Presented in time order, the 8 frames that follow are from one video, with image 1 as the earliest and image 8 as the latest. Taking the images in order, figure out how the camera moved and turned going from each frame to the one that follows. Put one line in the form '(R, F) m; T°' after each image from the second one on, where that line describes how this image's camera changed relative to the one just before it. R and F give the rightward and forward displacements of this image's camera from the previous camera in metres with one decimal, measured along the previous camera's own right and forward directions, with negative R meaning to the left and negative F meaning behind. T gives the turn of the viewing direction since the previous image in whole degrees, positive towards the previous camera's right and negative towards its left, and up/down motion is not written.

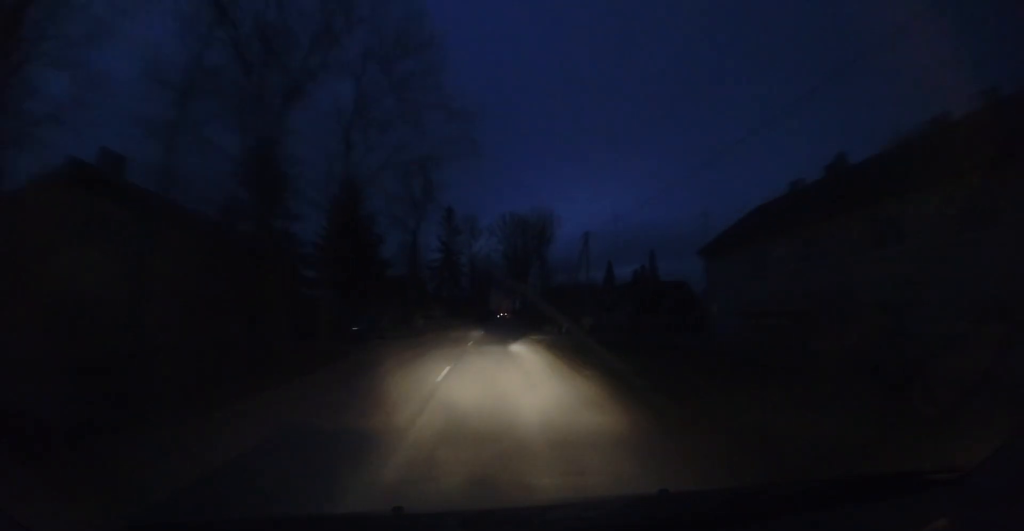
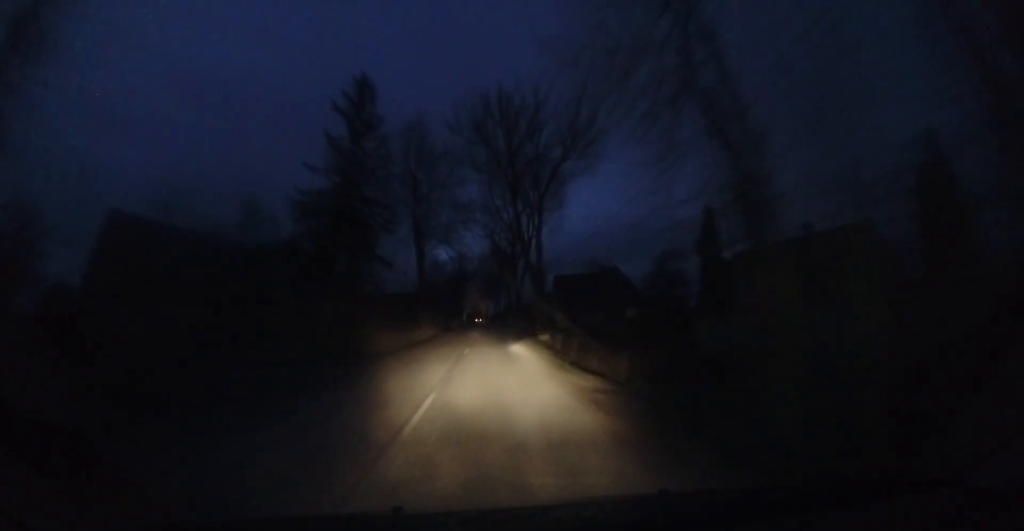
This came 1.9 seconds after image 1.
(+1.2, +27.7) m; +2°
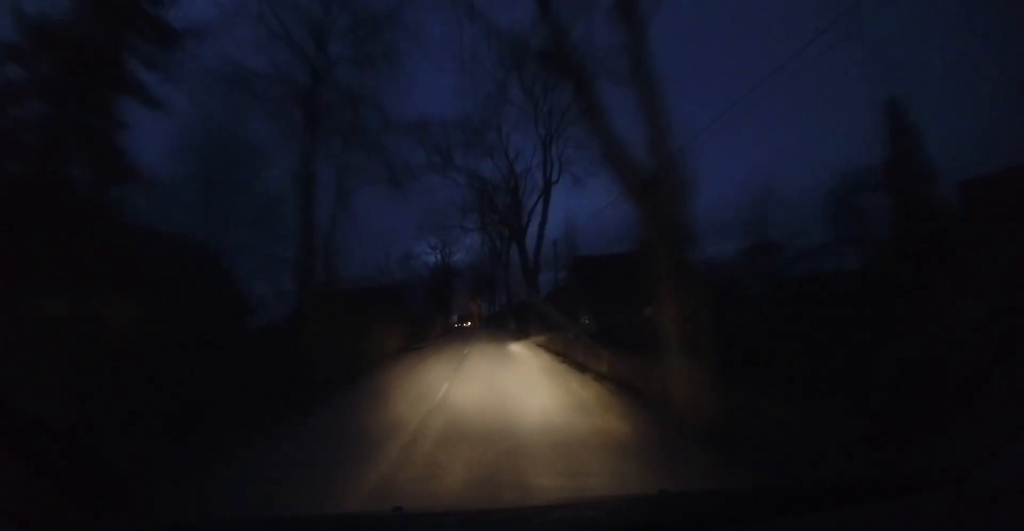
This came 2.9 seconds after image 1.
(-0.2, +14.9) m; 0°
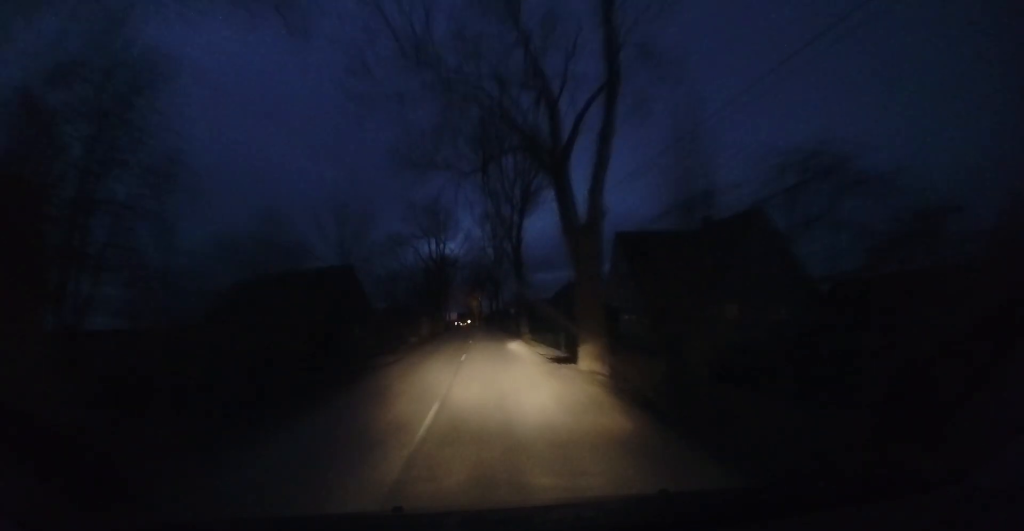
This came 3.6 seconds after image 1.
(+0.1, +9.7) m; +1°
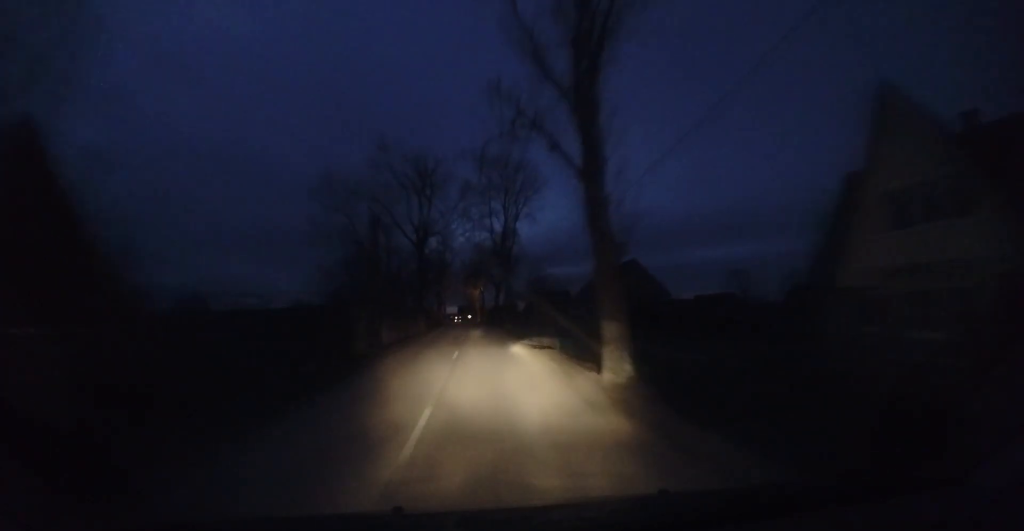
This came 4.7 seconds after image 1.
(0.0, +16.4) m; -1°
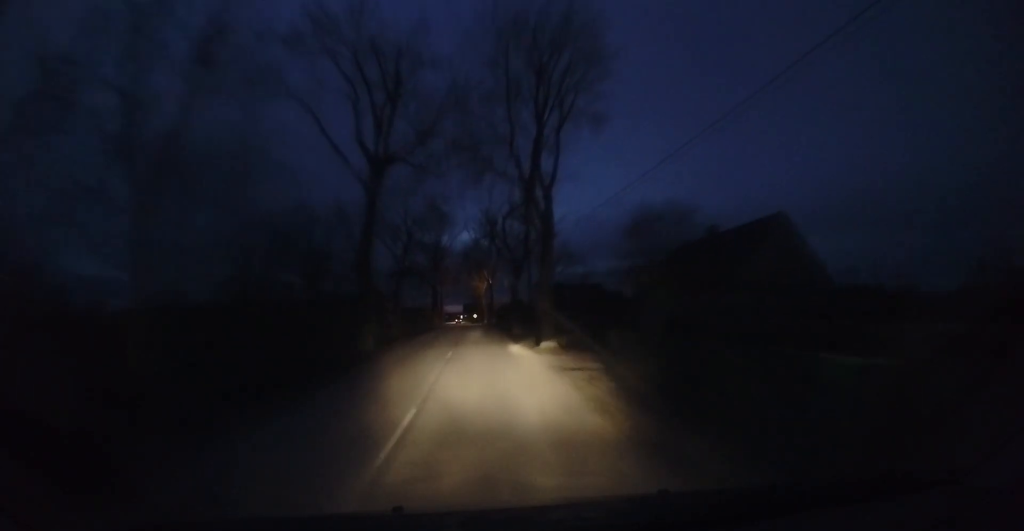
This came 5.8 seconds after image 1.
(-0.4, +16.4) m; -2°
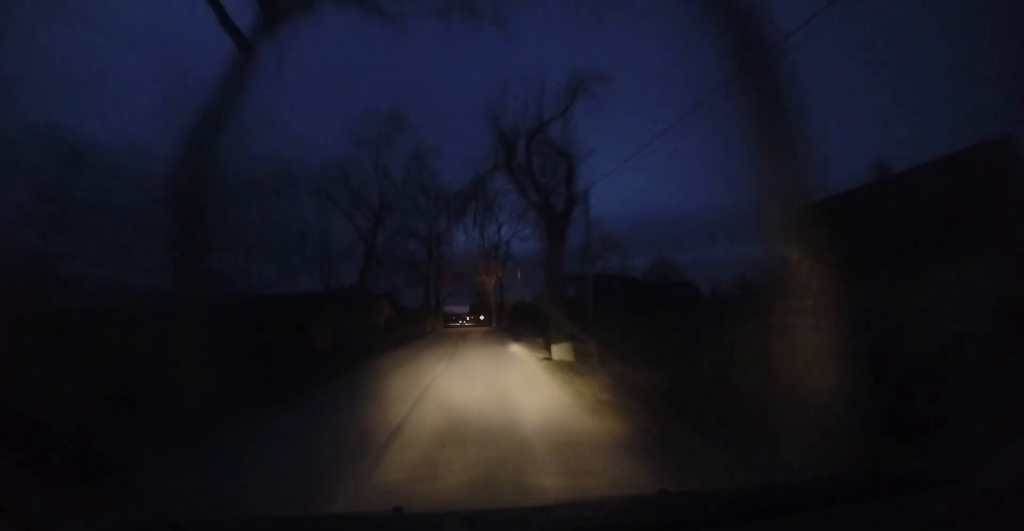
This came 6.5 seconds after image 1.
(-0.2, +10.9) m; -1°
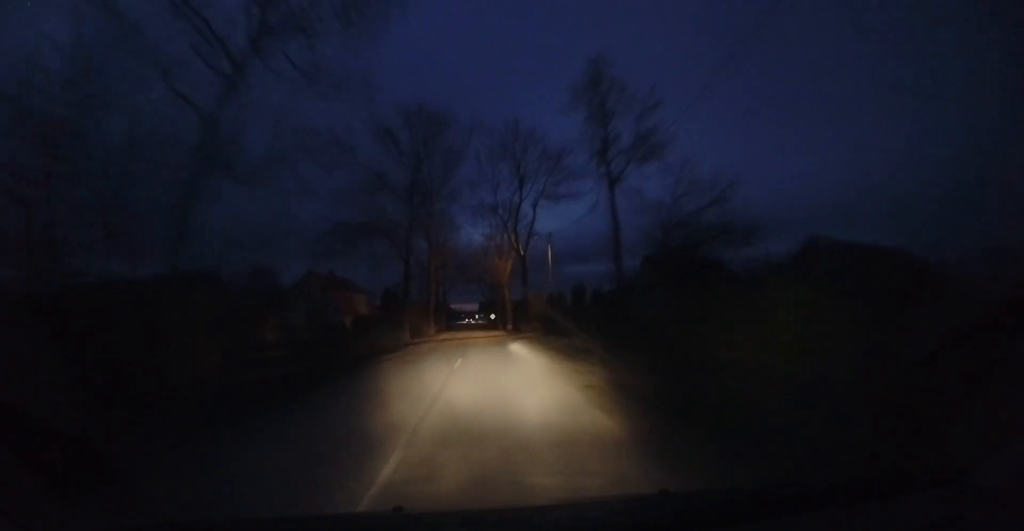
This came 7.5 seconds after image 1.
(-0.1, +15.0) m; -1°
